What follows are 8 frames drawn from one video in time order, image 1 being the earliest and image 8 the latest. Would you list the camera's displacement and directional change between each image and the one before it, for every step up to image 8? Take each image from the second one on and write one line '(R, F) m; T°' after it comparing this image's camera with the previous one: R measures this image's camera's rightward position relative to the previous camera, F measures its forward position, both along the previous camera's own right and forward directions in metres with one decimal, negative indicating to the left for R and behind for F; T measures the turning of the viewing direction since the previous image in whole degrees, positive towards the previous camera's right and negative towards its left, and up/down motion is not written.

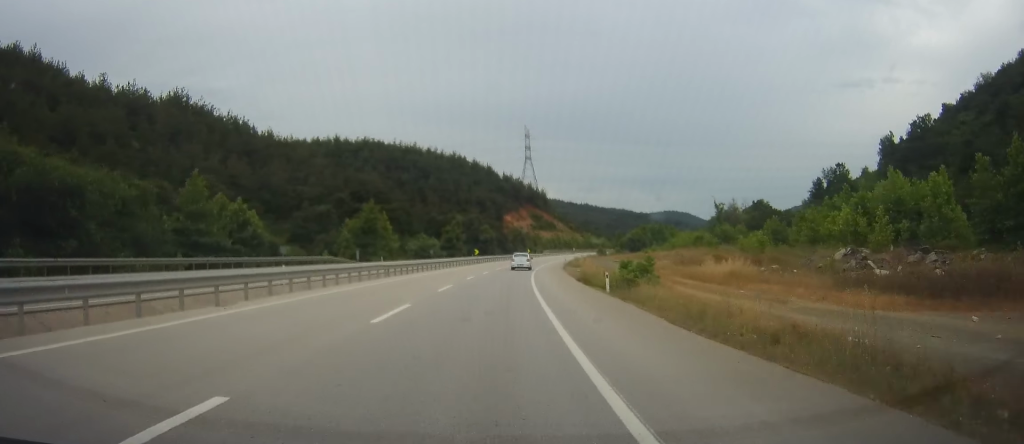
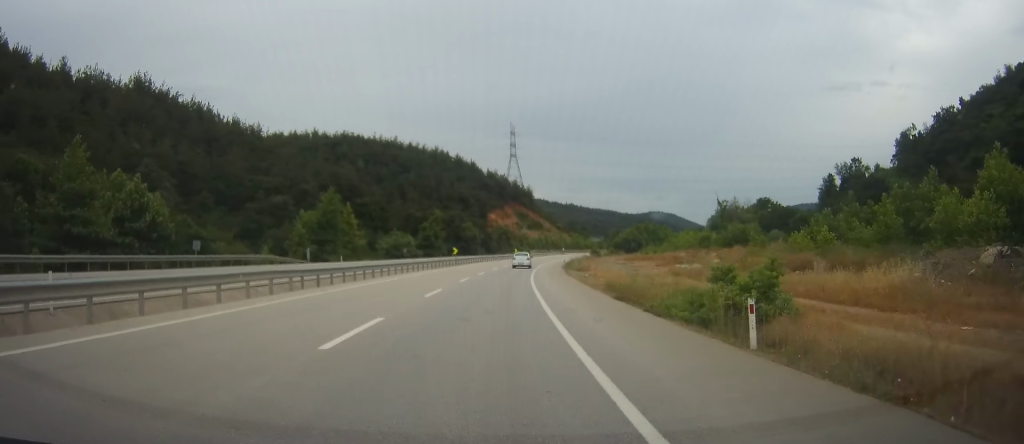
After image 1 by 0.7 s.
(-0.4, +15.7) m; 0°
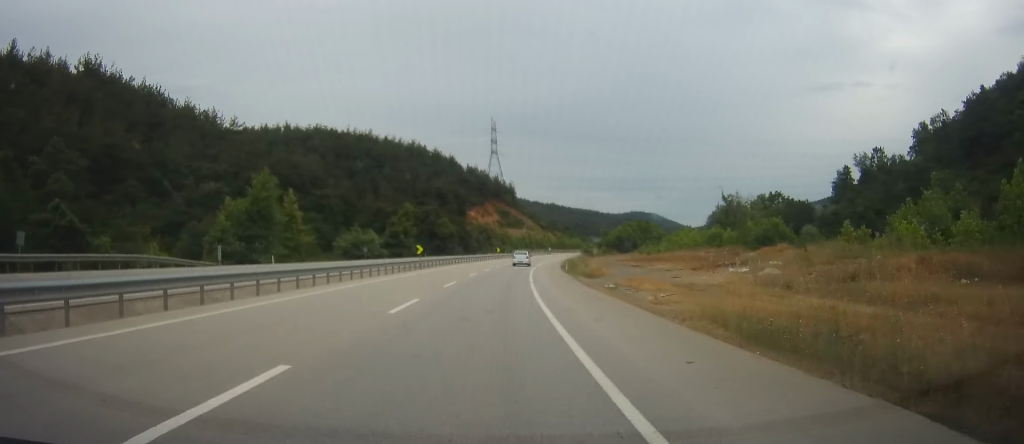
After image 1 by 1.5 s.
(0.0, +19.1) m; +1°
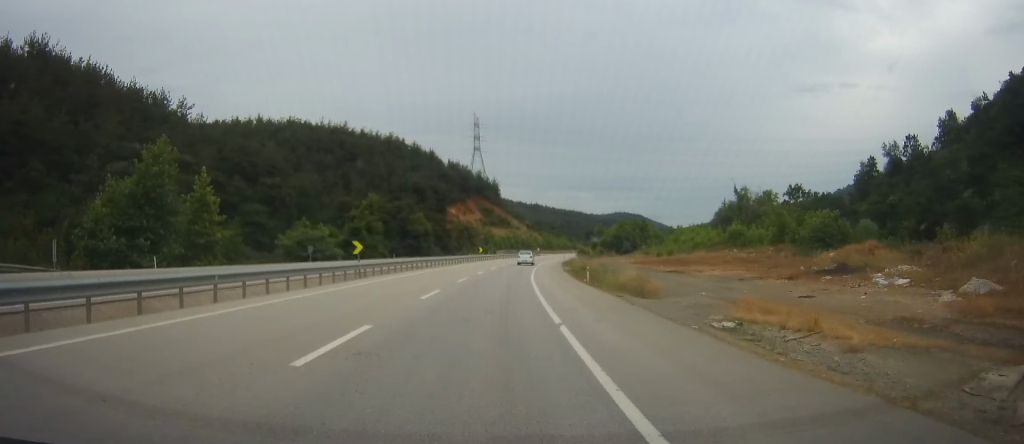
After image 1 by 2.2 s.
(+0.3, +18.6) m; +2°
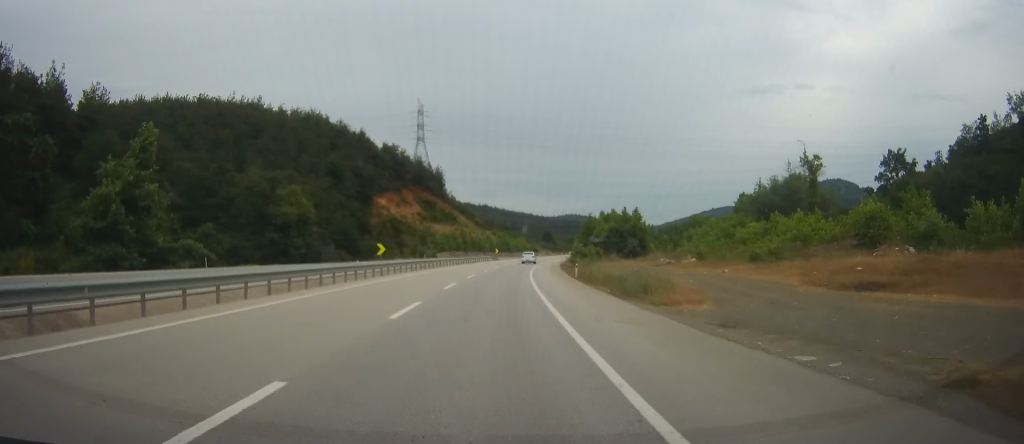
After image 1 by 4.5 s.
(+1.7, +53.3) m; +4°
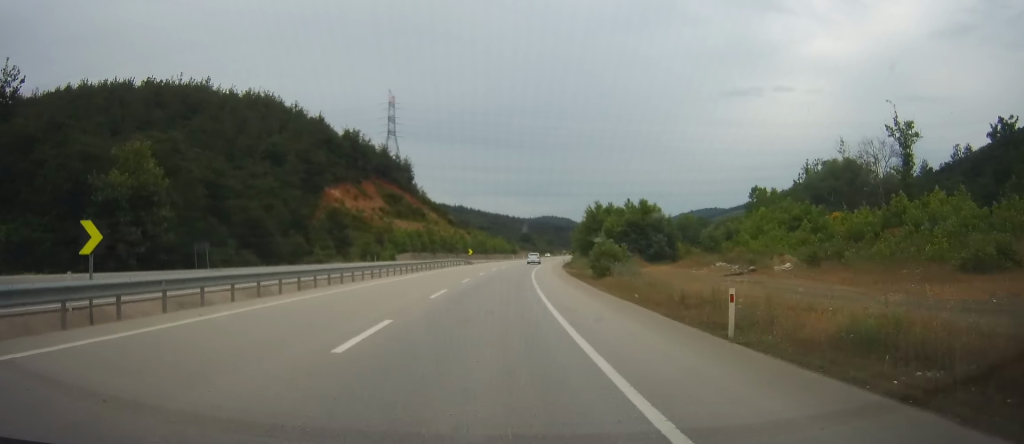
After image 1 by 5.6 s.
(+0.6, +28.1) m; +3°
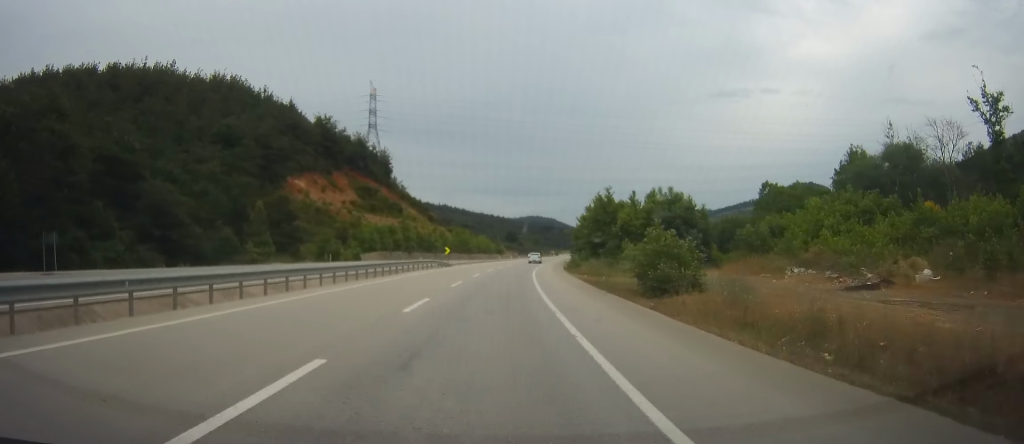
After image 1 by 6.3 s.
(+0.2, +17.5) m; +2°
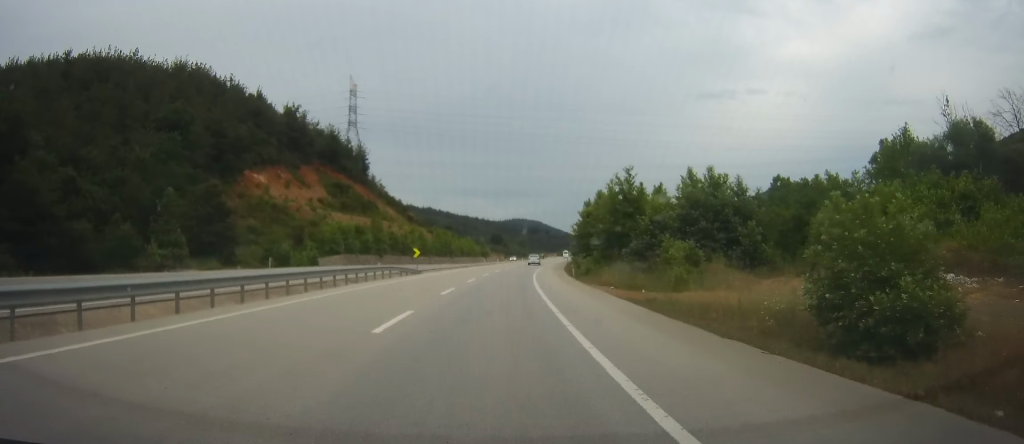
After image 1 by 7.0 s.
(+0.2, +15.4) m; +1°
